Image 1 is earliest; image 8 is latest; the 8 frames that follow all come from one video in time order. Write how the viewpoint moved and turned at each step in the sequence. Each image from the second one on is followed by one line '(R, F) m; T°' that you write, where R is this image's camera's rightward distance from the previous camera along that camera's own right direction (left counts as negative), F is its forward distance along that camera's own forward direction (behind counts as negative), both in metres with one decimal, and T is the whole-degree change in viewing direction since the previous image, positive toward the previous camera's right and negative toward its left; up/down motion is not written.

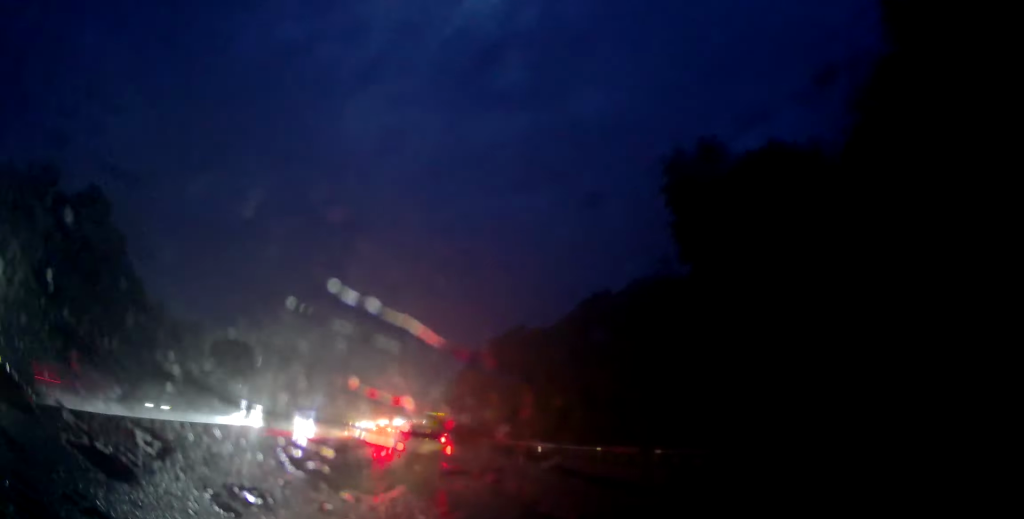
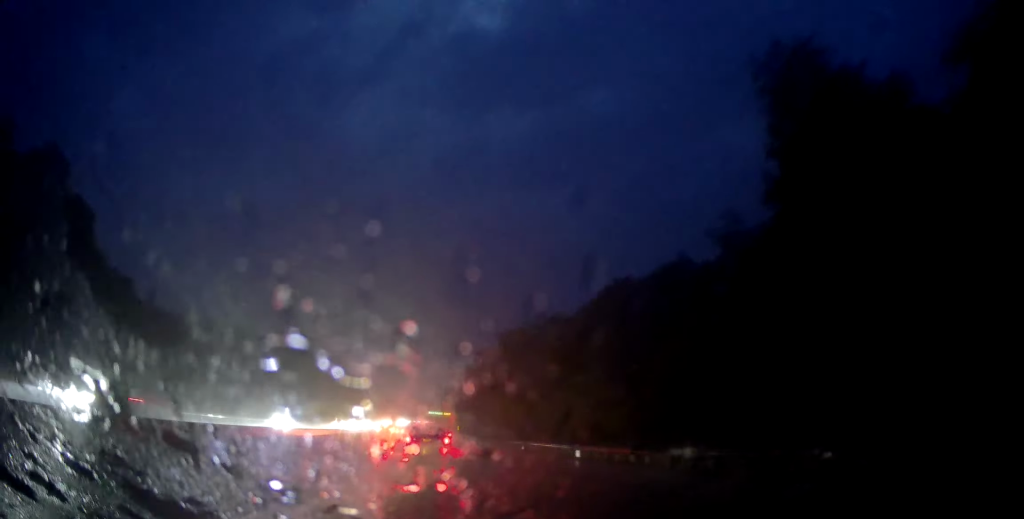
(-0.5, +10.9) m; -1°
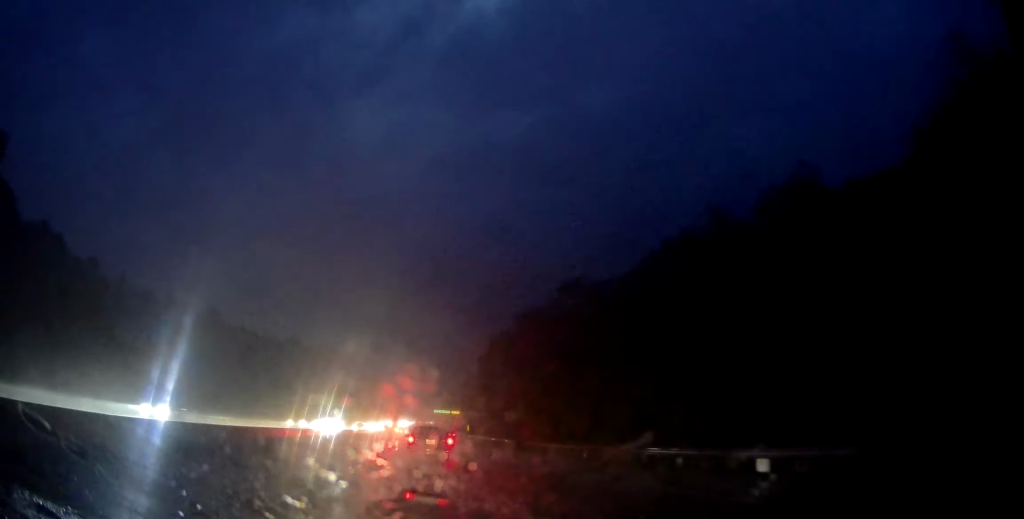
(+0.4, +20.7) m; +1°
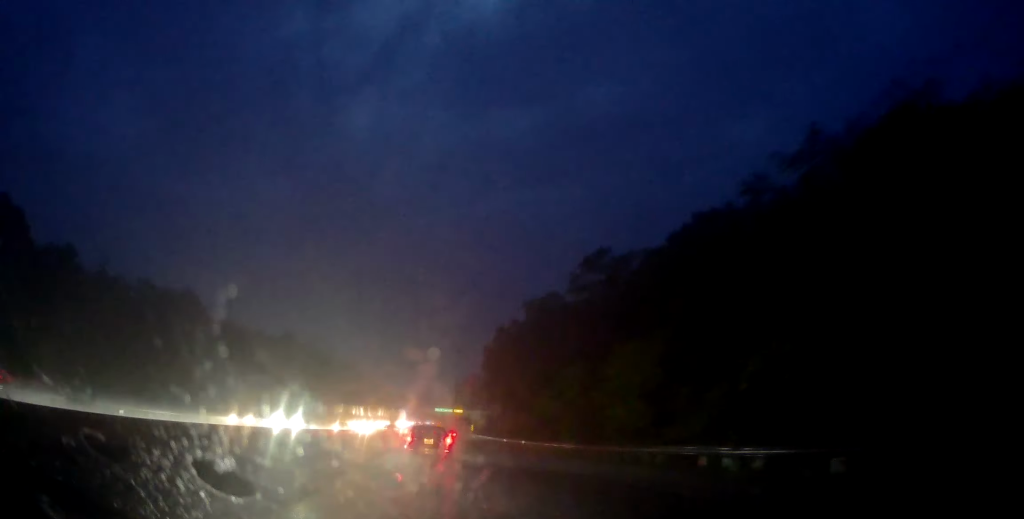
(0.0, +11.2) m; +1°
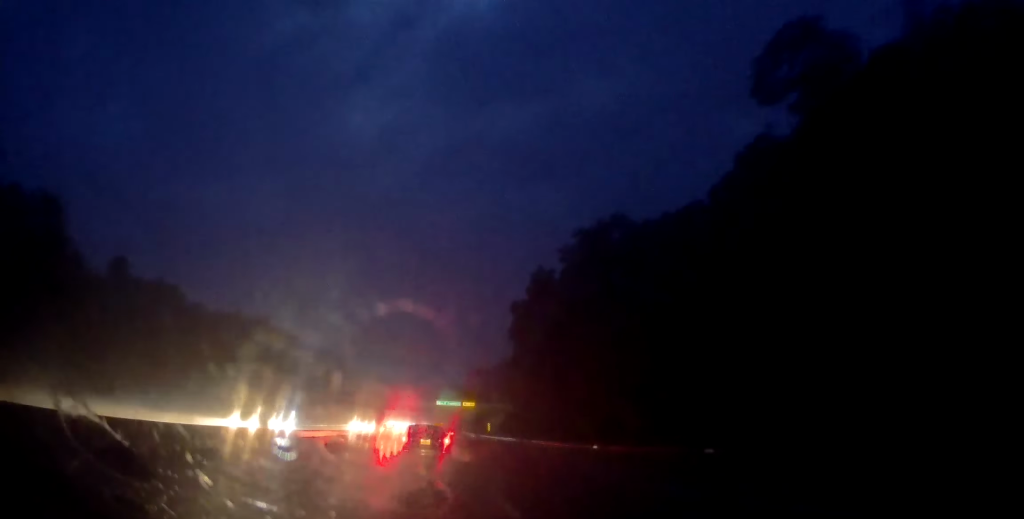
(-0.2, +38.2) m; -1°
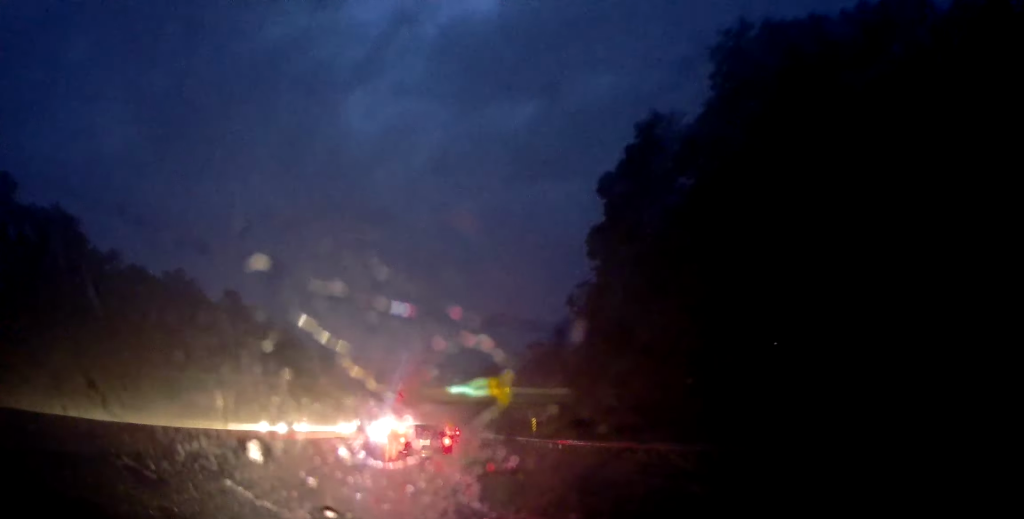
(+0.1, +37.0) m; 0°
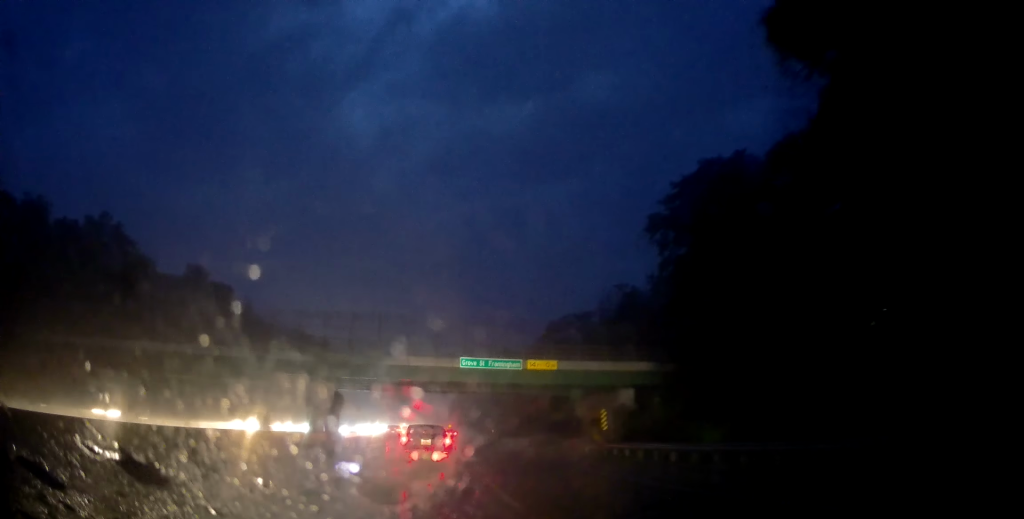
(0.0, +26.1) m; +1°
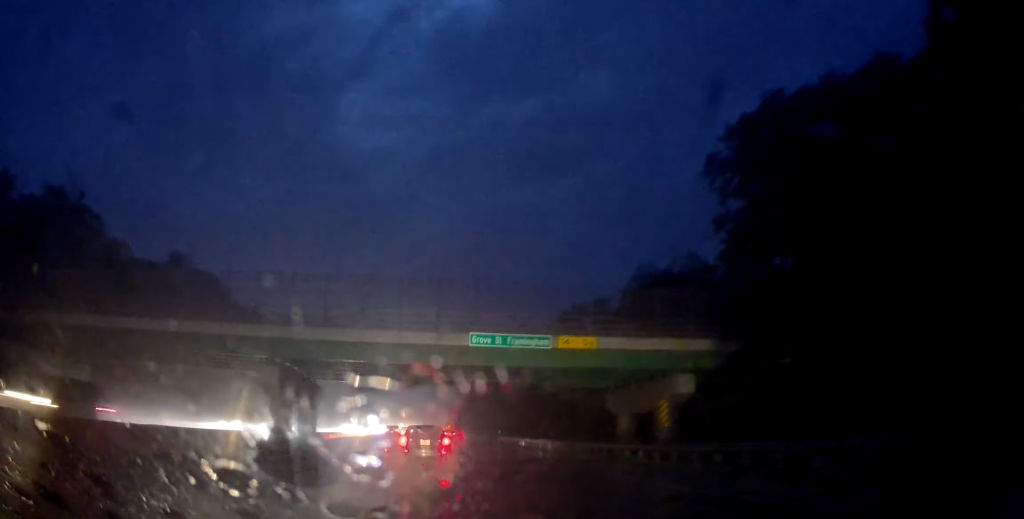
(0.0, +10.2) m; 0°
